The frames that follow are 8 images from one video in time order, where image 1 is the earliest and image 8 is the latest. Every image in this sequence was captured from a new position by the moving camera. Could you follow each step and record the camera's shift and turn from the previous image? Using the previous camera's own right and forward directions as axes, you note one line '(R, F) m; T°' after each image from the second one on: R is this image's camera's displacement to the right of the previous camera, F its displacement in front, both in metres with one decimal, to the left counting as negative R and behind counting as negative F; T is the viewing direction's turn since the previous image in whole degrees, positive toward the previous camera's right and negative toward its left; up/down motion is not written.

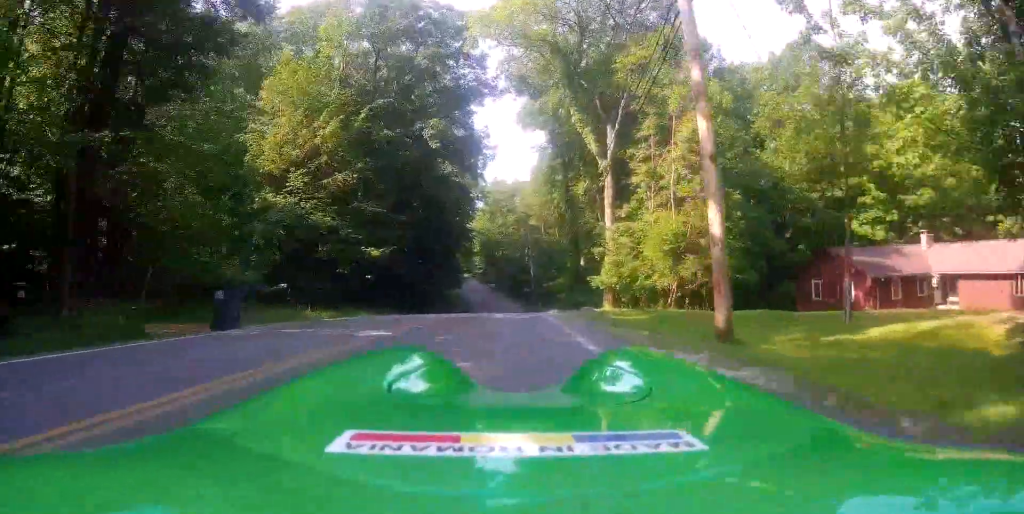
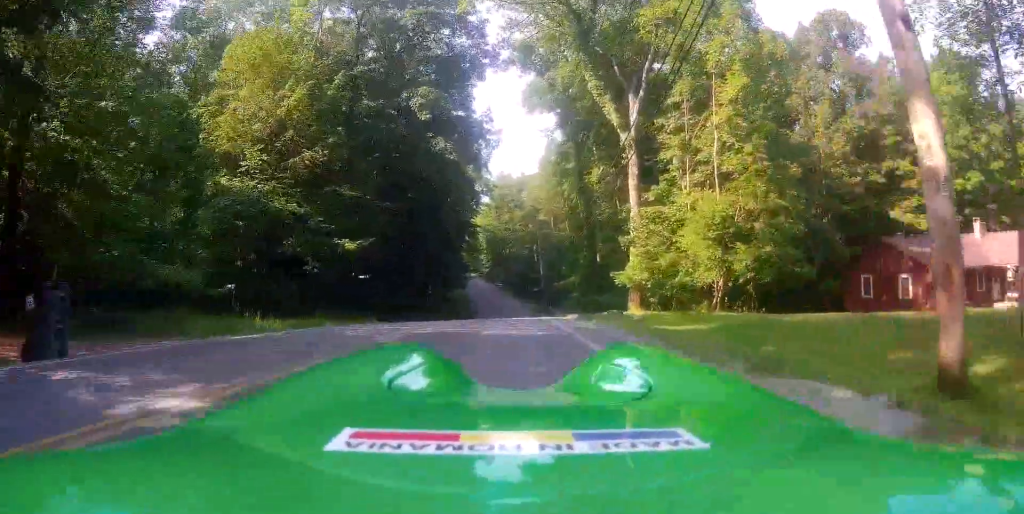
(+0.1, +6.8) m; +2°
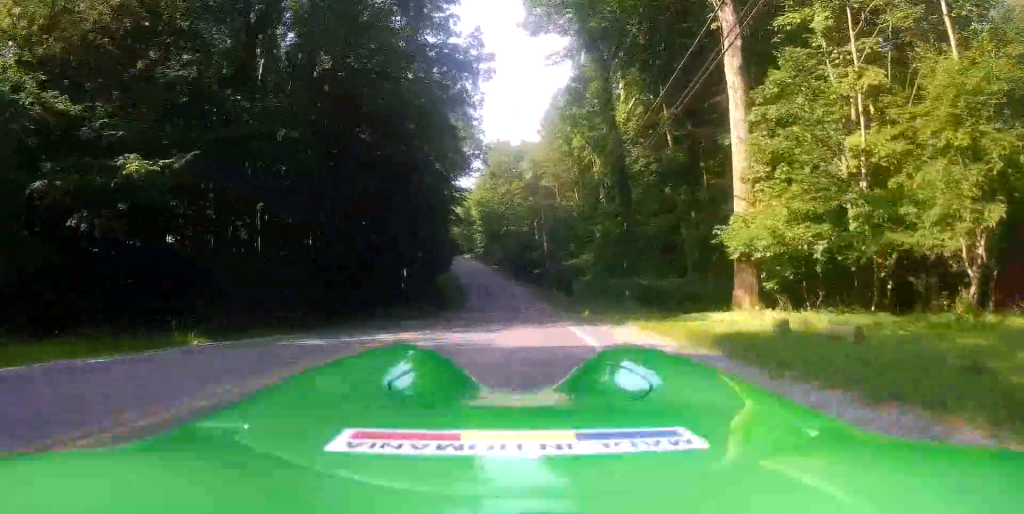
(+0.4, +17.2) m; 0°
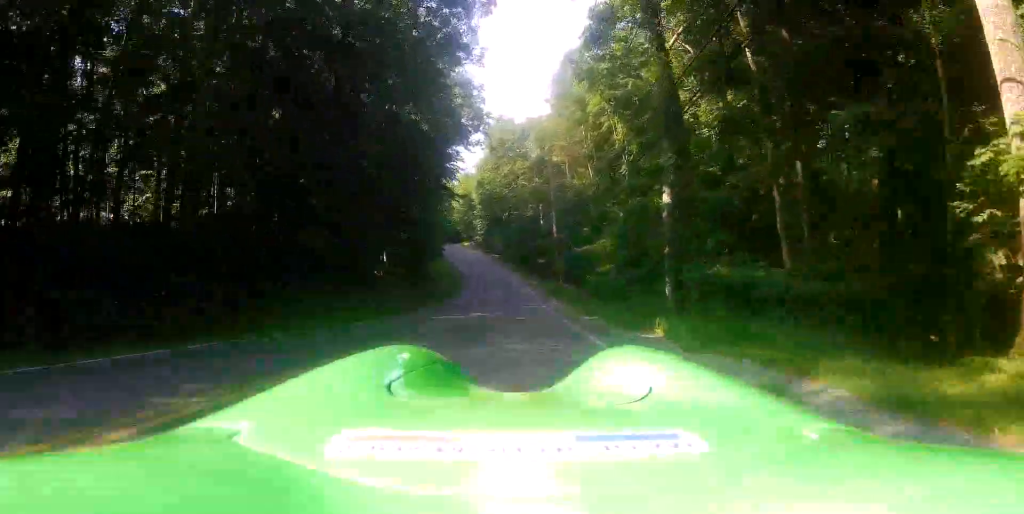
(-0.2, +11.3) m; -2°
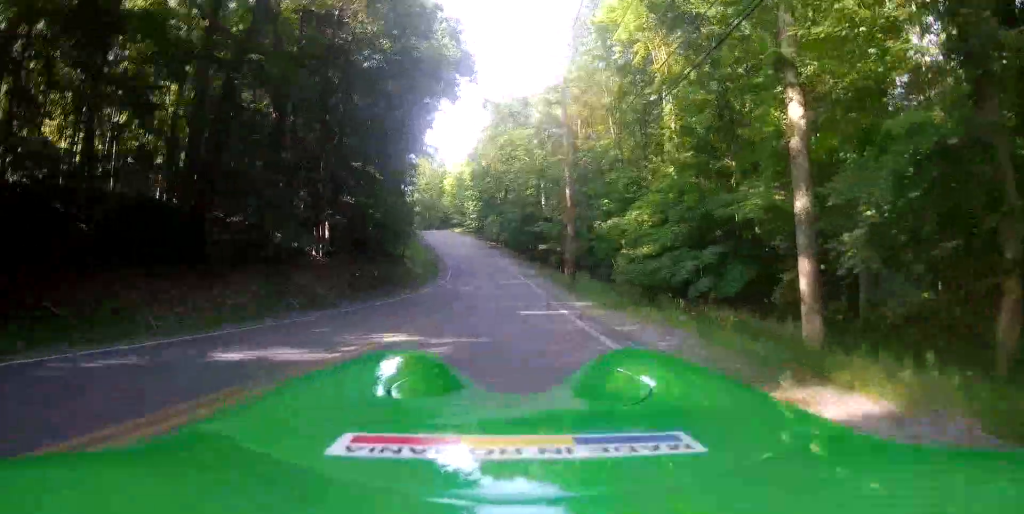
(-0.4, +16.0) m; -2°
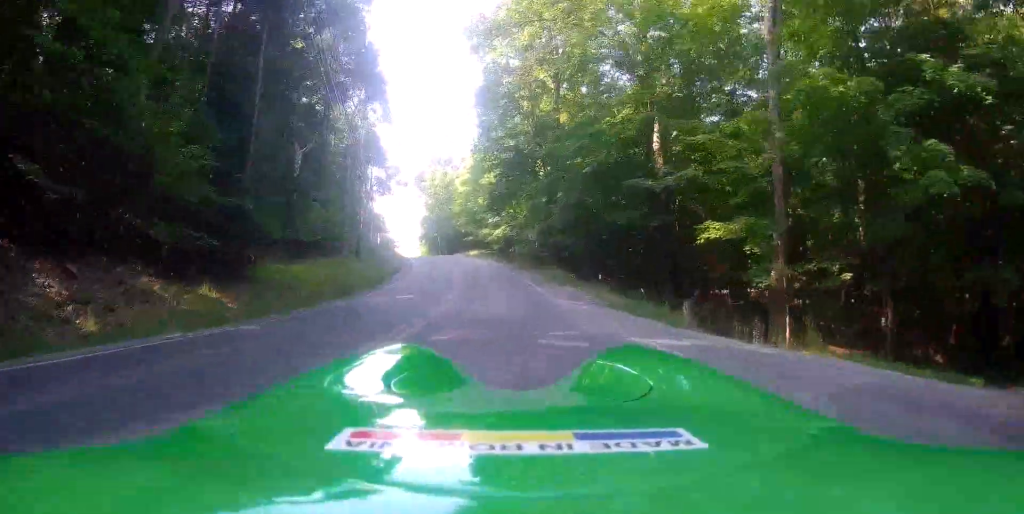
(-1.4, +50.1) m; -3°
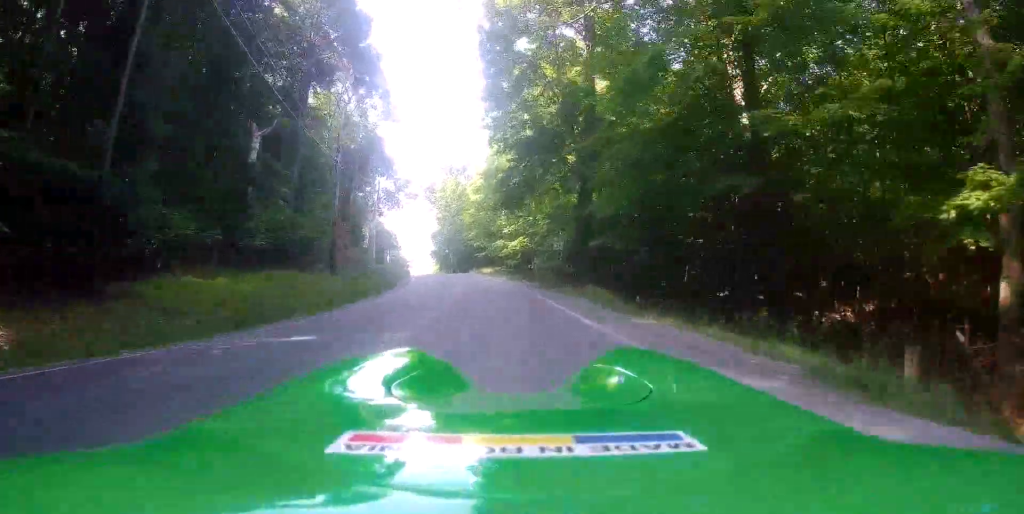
(+0.1, +9.9) m; -1°
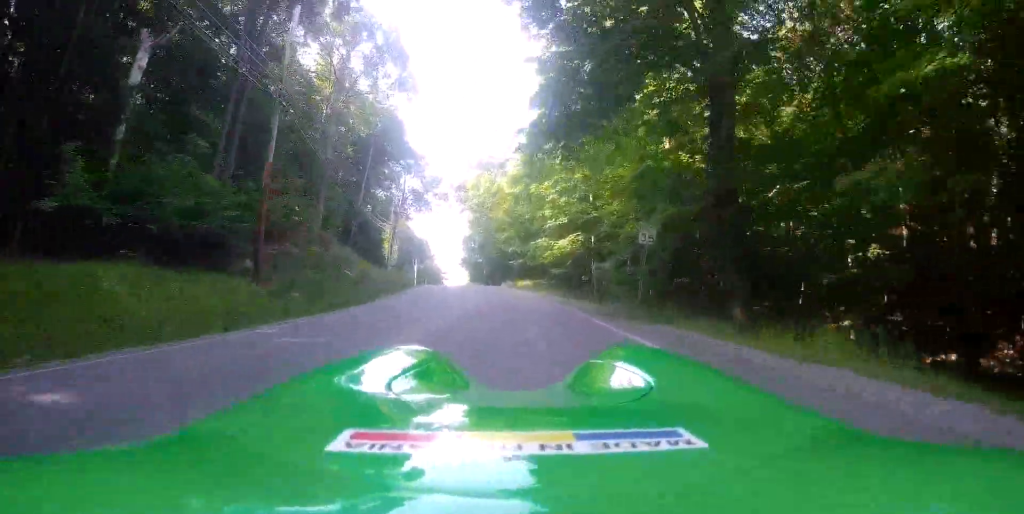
(-0.6, +16.3) m; -3°
